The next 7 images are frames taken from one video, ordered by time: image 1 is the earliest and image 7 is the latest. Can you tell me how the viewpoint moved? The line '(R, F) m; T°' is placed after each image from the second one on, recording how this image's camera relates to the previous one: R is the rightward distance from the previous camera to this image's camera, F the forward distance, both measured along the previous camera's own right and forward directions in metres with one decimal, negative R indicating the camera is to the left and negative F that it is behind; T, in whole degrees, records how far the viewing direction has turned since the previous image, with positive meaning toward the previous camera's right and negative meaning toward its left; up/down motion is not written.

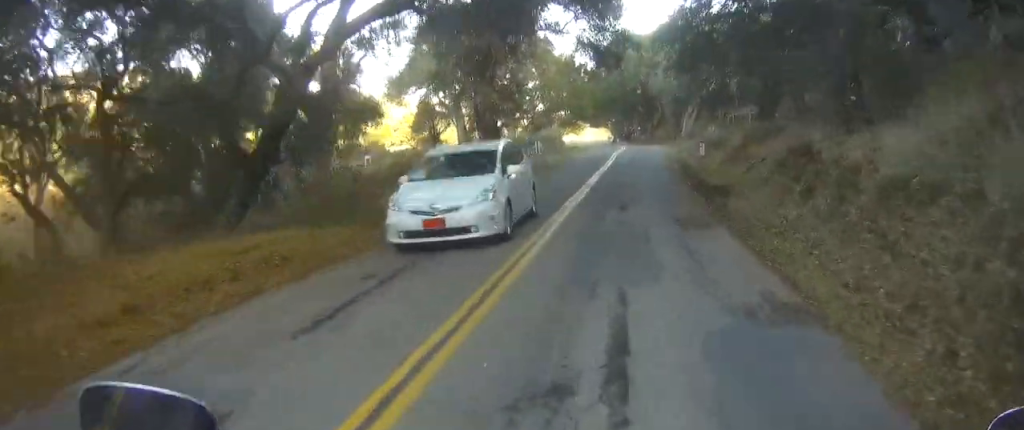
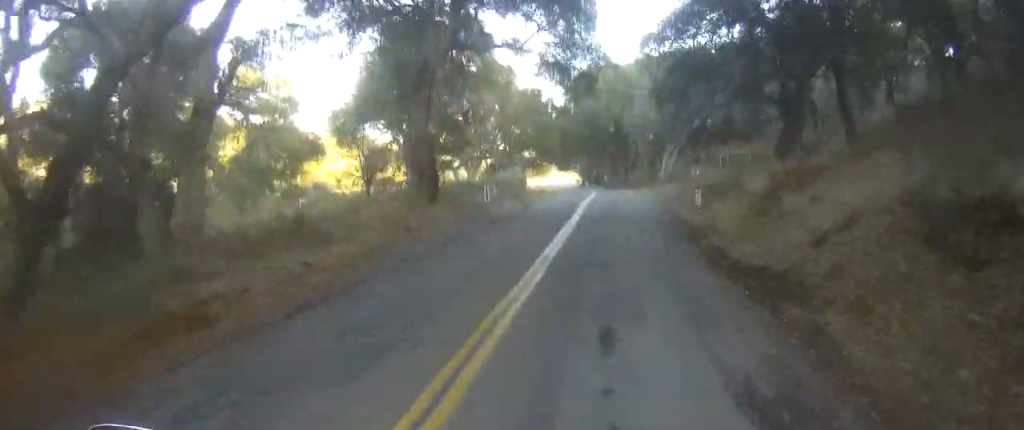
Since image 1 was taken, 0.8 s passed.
(-0.4, +6.9) m; -2°
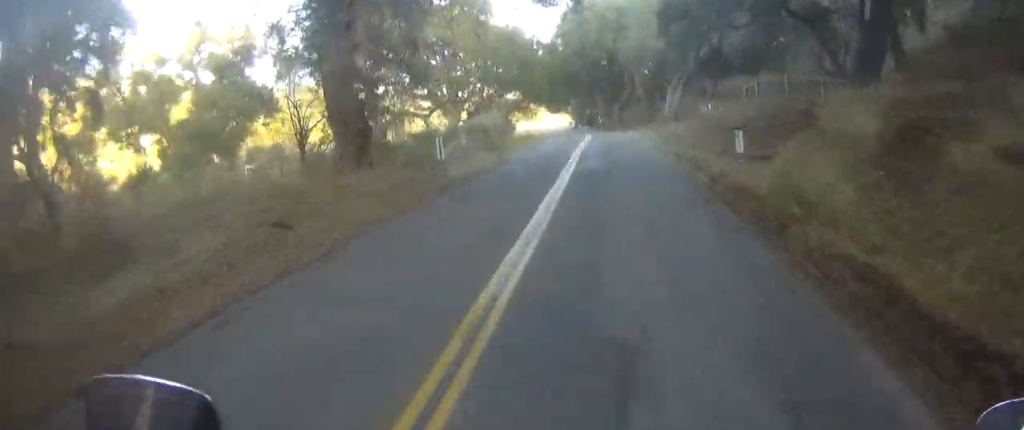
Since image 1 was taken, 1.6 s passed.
(+0.2, +7.4) m; +2°
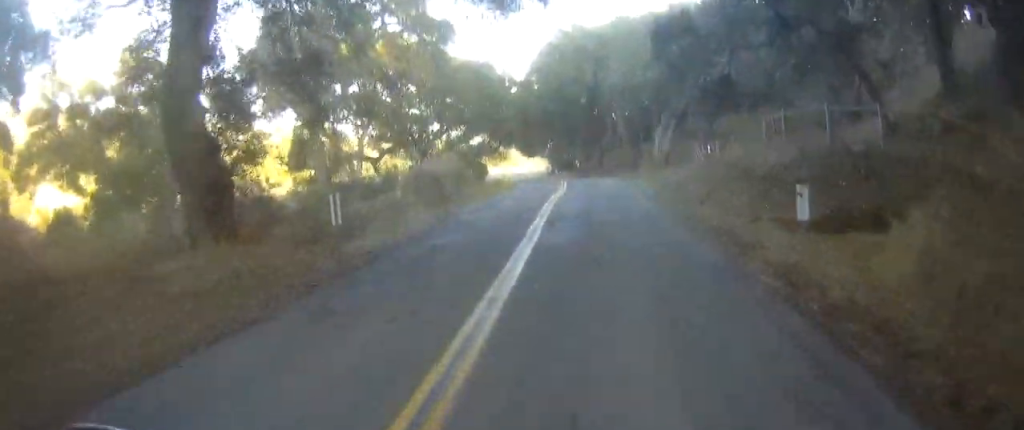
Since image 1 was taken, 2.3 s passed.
(0.0, +7.0) m; +3°
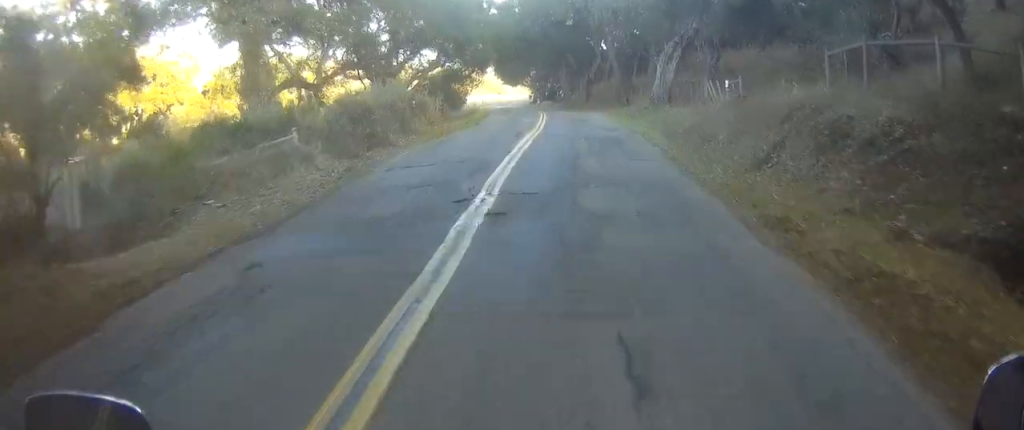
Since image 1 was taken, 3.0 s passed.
(+0.2, +7.6) m; 0°
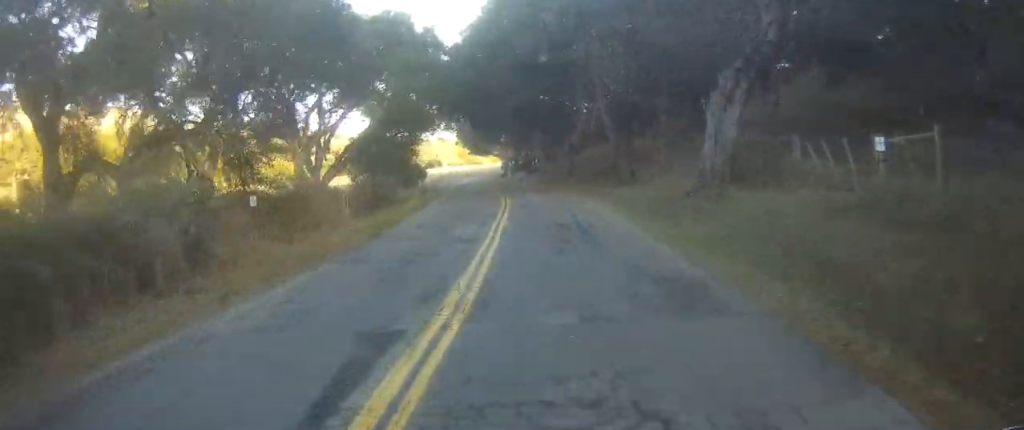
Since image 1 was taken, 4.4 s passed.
(-1.3, +16.2) m; -10°
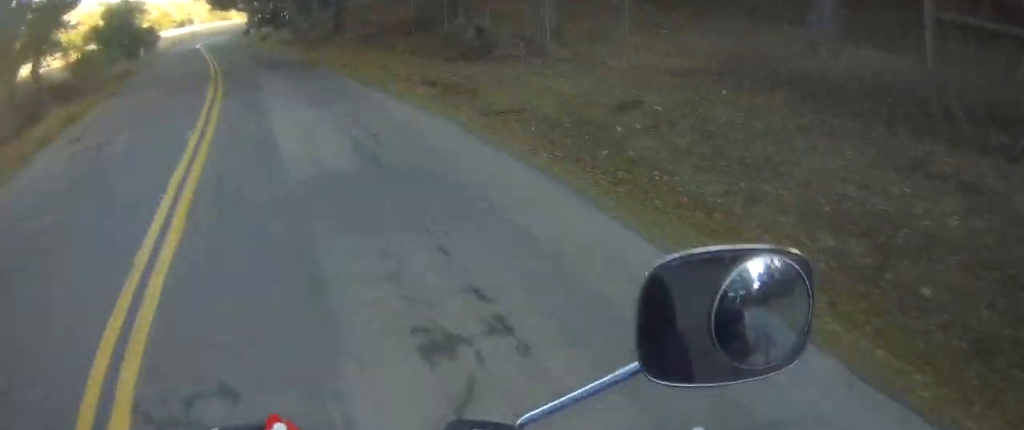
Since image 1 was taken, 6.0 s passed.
(-0.5, +18.4) m; -6°
